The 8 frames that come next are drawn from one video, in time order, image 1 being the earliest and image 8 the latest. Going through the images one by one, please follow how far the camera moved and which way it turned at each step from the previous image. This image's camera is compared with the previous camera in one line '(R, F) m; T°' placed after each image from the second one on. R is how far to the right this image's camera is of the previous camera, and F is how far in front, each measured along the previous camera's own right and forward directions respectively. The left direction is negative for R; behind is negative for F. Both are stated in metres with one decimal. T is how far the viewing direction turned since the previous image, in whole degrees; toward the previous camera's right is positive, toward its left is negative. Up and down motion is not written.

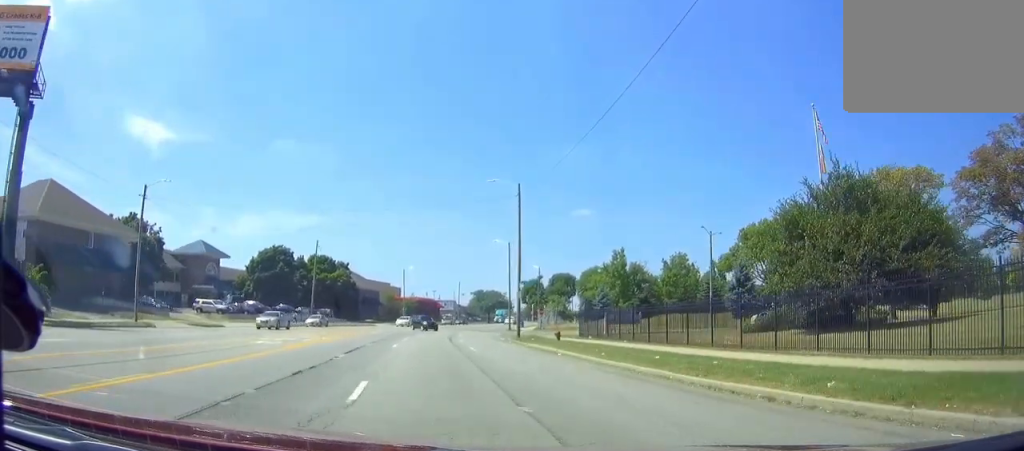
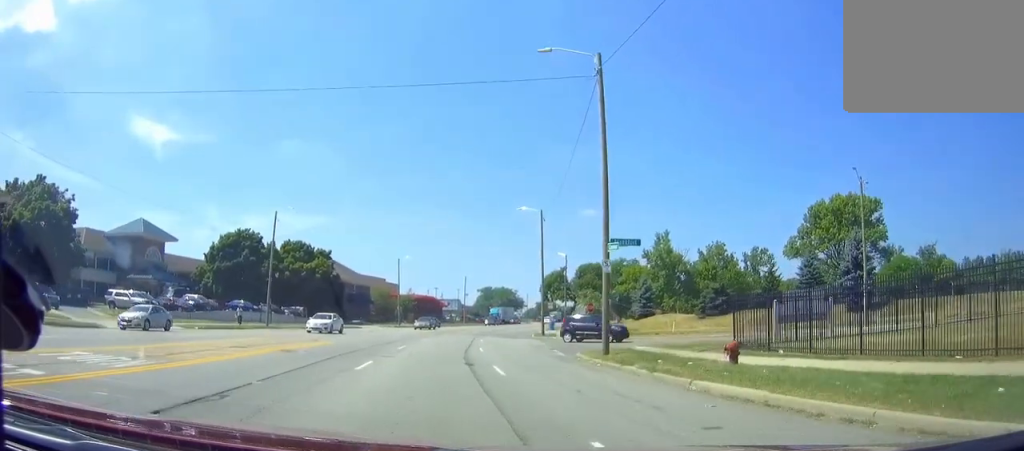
(+0.1, +24.9) m; +1°
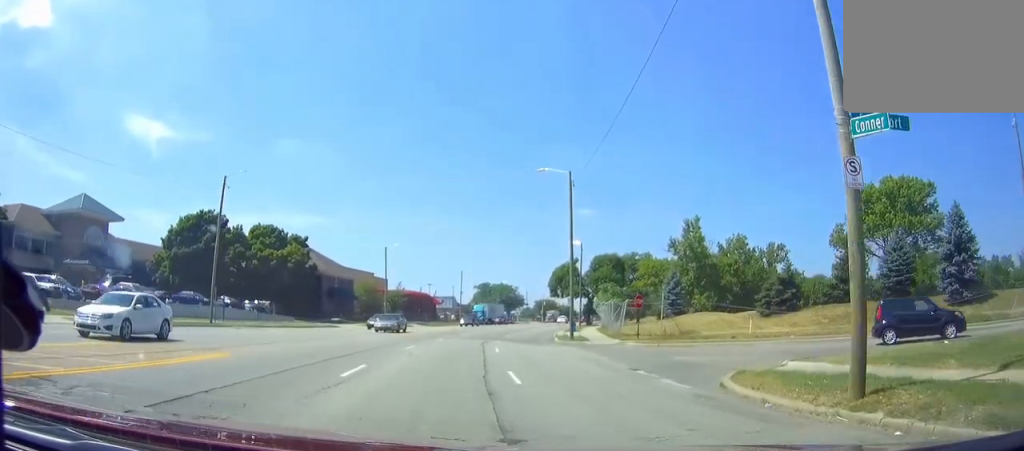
(+0.1, +15.4) m; +2°
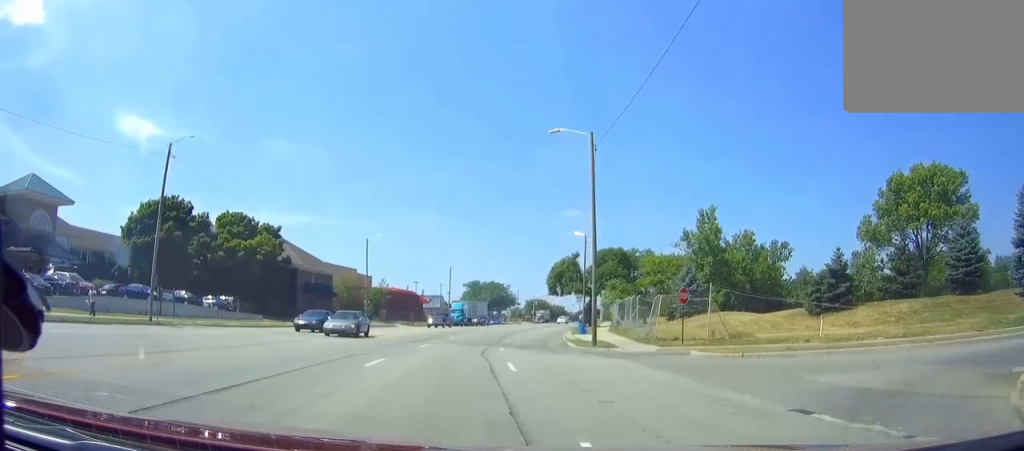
(+0.1, +9.1) m; +1°
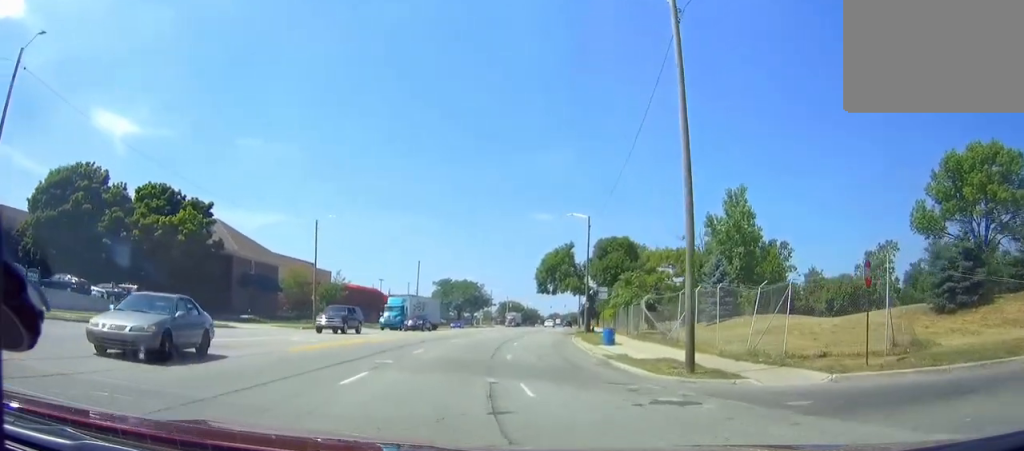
(+0.5, +16.4) m; +2°
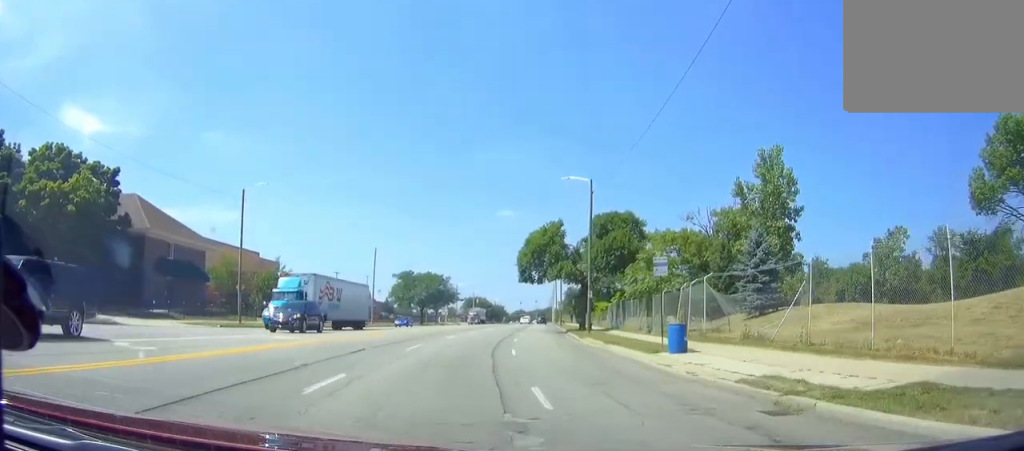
(0.0, +14.6) m; 0°
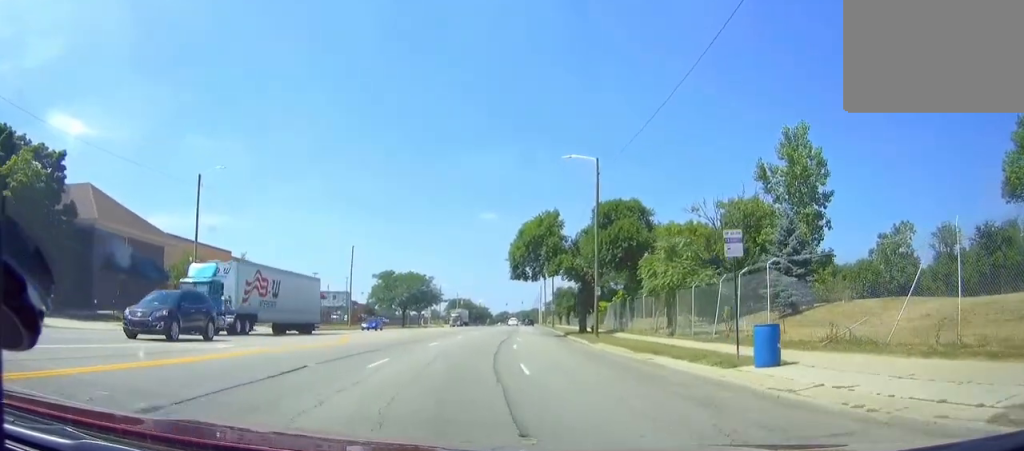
(0.0, +7.0) m; 0°
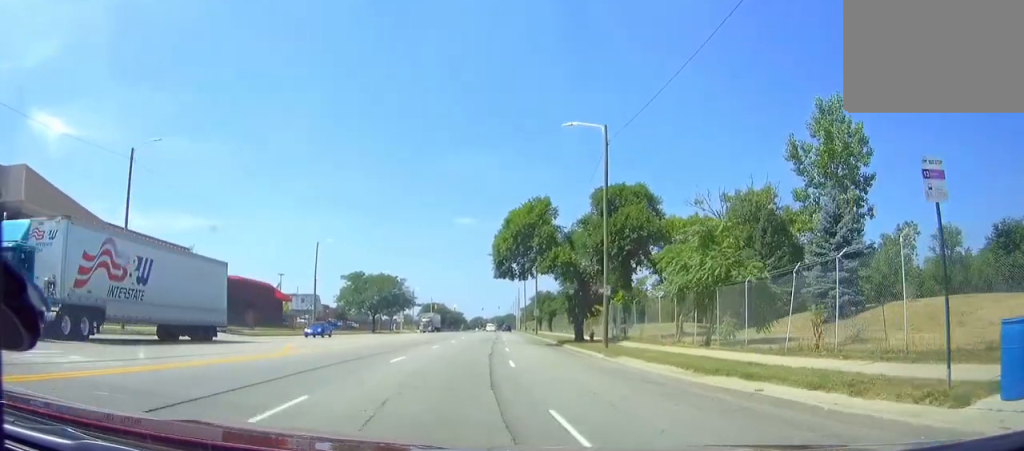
(0.0, +8.0) m; +1°
